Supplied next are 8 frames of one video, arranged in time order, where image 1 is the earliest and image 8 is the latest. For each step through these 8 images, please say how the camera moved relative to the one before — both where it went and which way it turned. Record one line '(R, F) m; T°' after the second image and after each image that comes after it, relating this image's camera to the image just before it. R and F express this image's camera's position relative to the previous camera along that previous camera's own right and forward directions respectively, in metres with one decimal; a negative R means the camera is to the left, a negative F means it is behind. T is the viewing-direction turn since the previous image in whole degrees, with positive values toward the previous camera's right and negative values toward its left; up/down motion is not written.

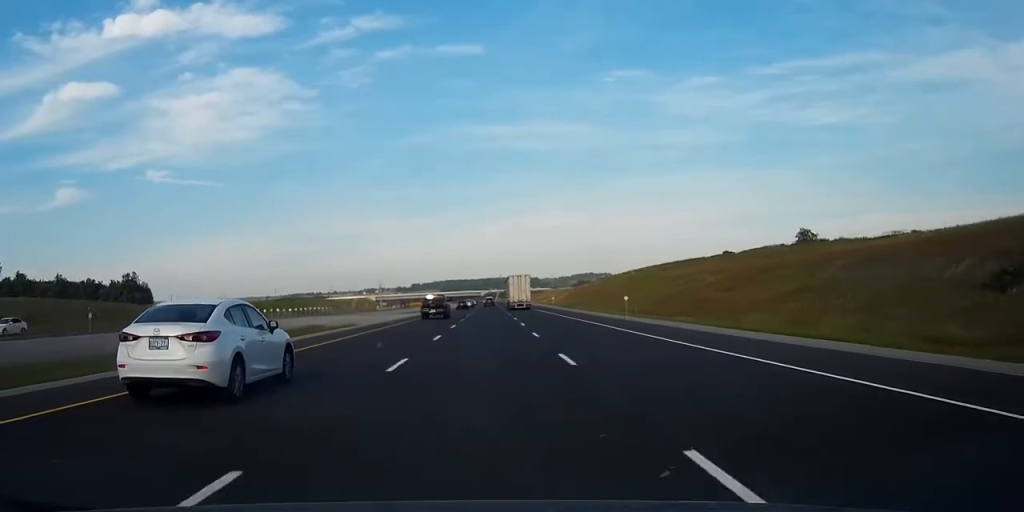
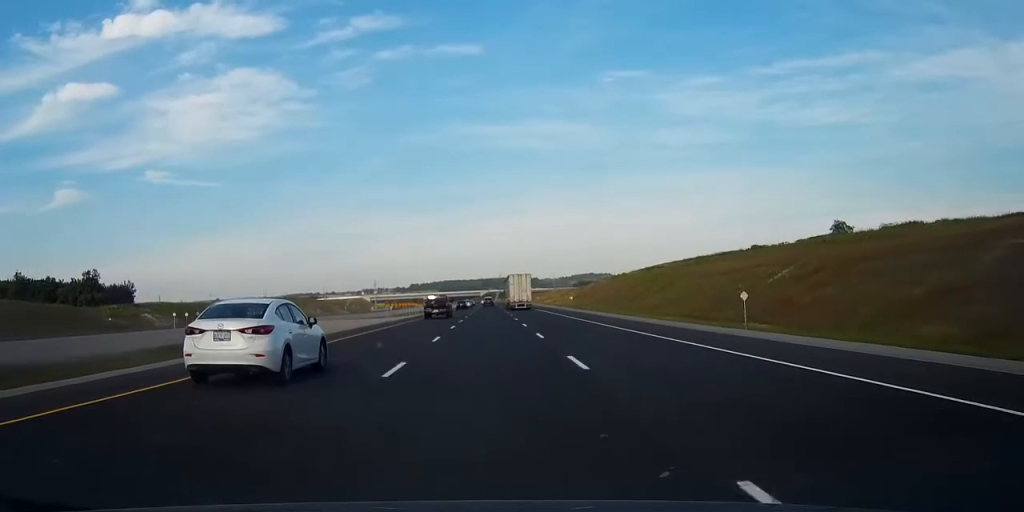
(0.0, +24.8) m; 0°
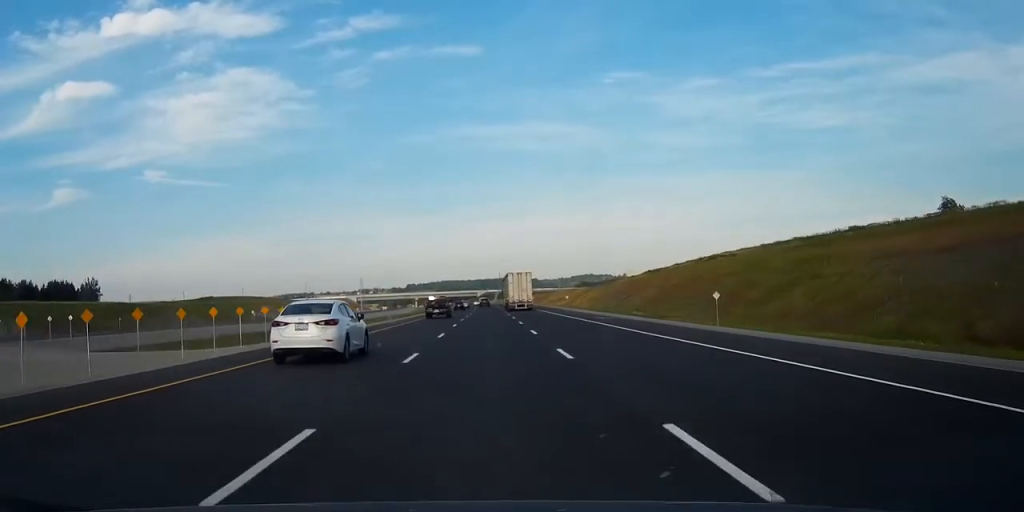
(0.0, +56.2) m; 0°
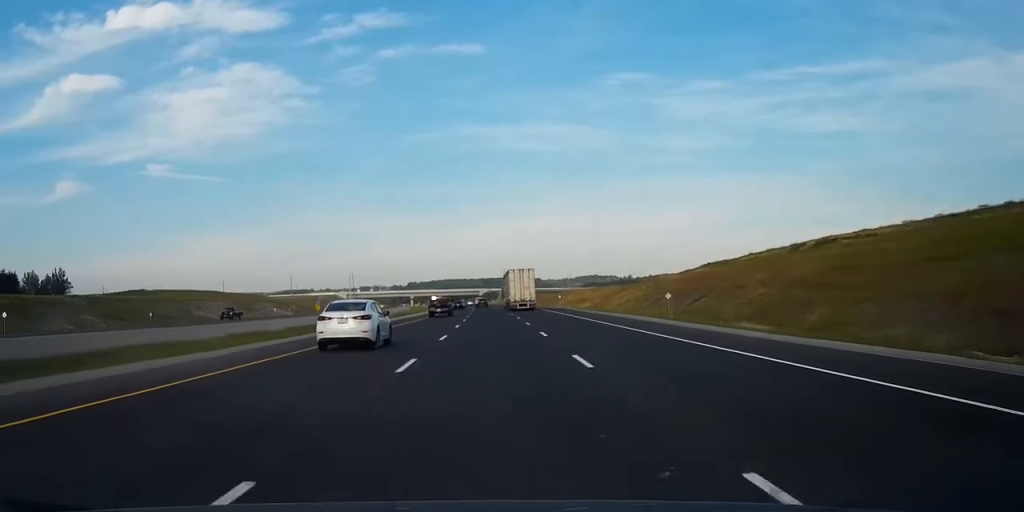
(-0.1, +49.8) m; 0°
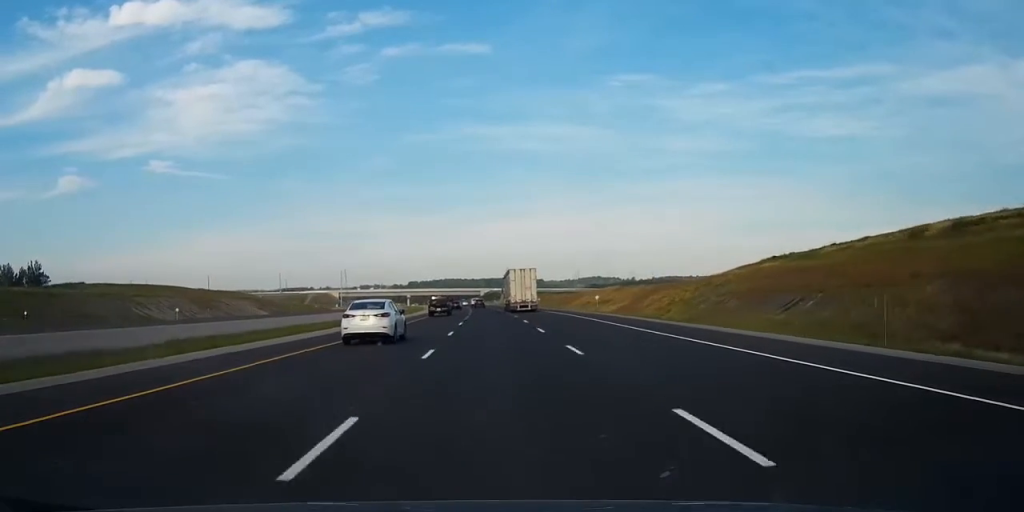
(0.0, +32.4) m; 0°
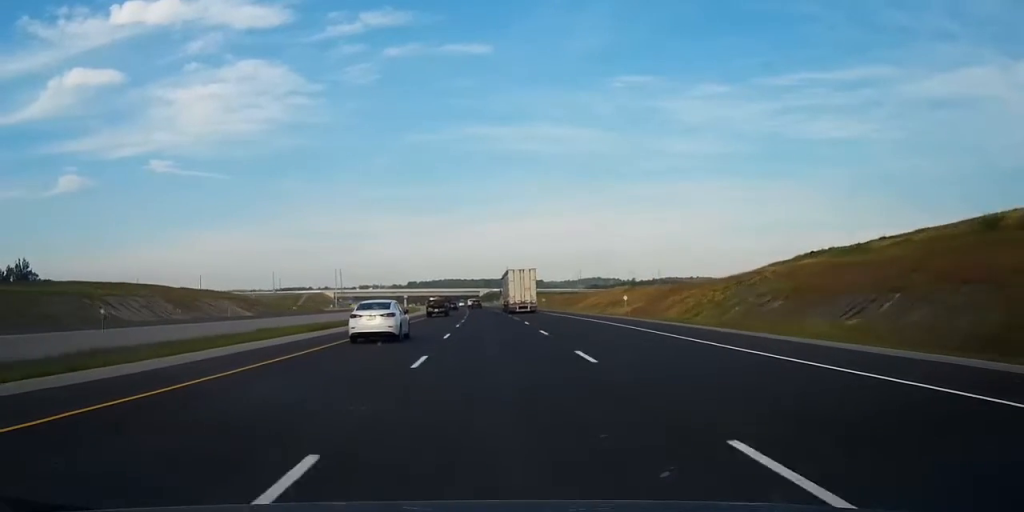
(0.0, +14.0) m; 0°
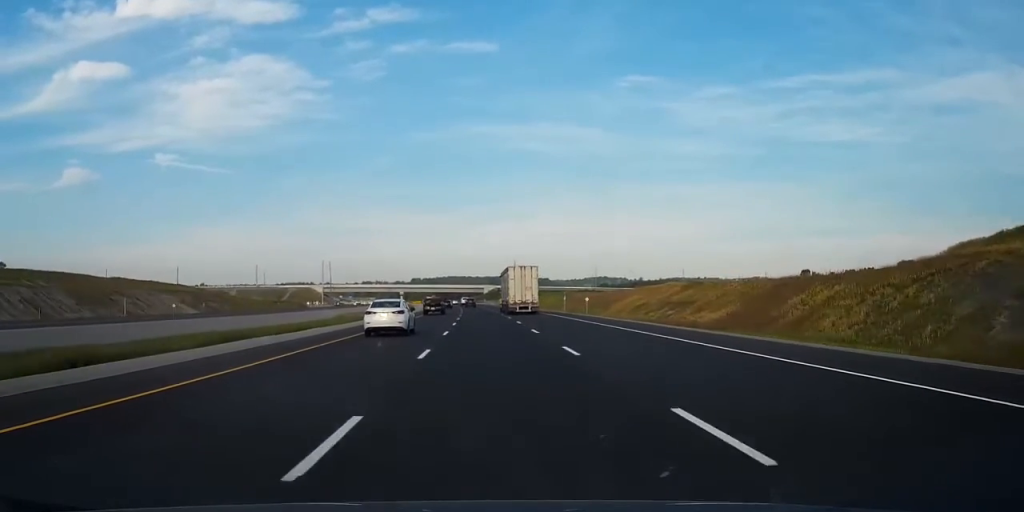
(-0.1, +45.3) m; 0°
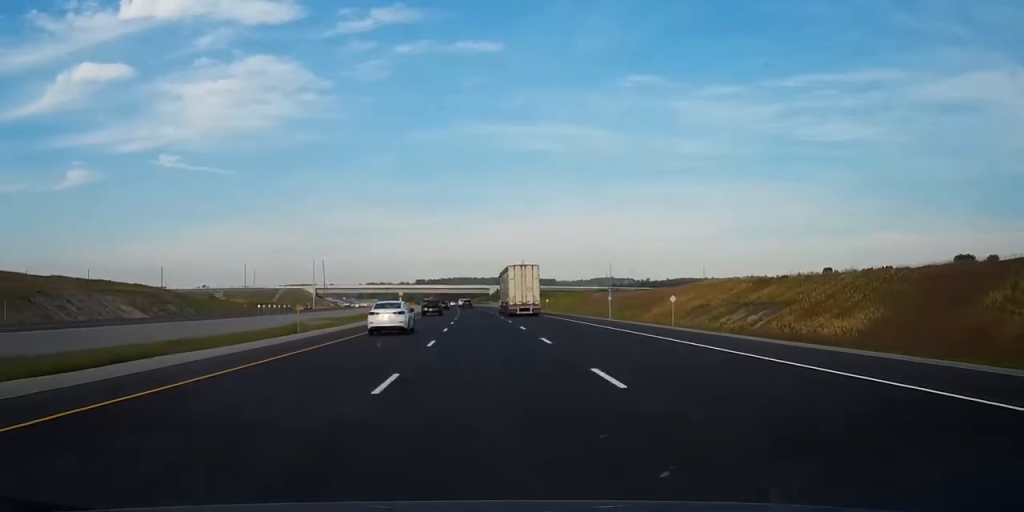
(0.0, +30.2) m; -1°
